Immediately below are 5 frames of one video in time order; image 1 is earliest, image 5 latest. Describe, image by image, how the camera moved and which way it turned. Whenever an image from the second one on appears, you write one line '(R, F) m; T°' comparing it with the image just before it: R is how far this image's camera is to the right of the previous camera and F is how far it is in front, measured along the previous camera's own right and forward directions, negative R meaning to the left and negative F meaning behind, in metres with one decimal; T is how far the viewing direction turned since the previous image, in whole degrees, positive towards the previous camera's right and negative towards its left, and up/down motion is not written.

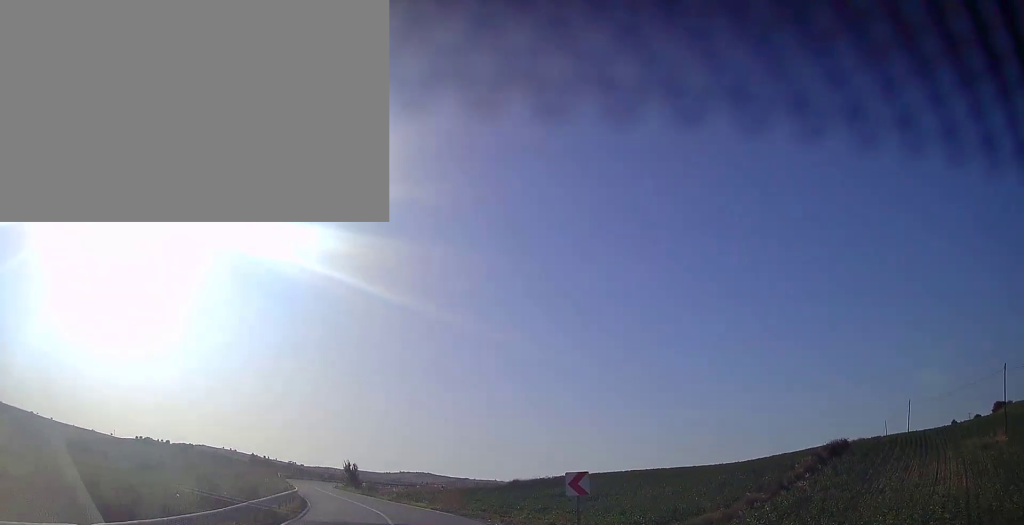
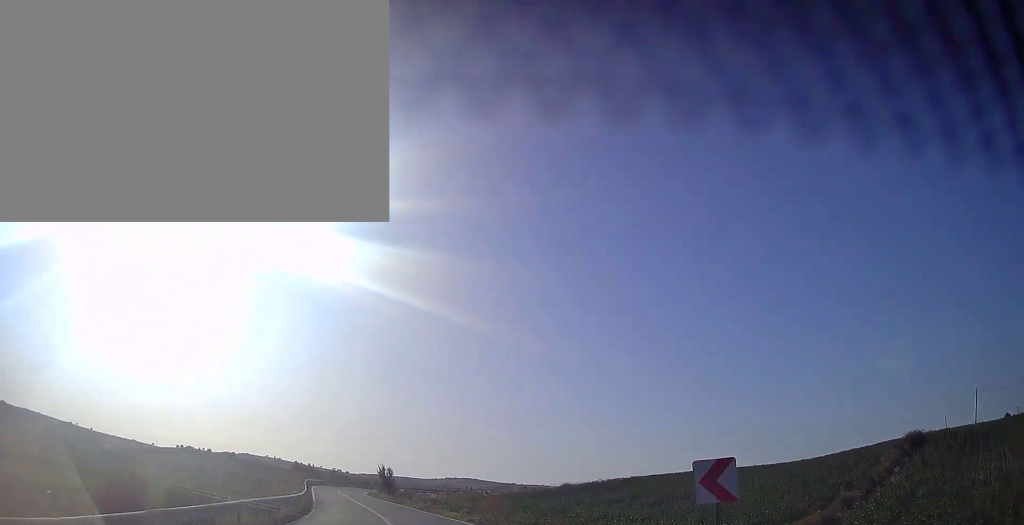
(0.0, +7.5) m; -4°
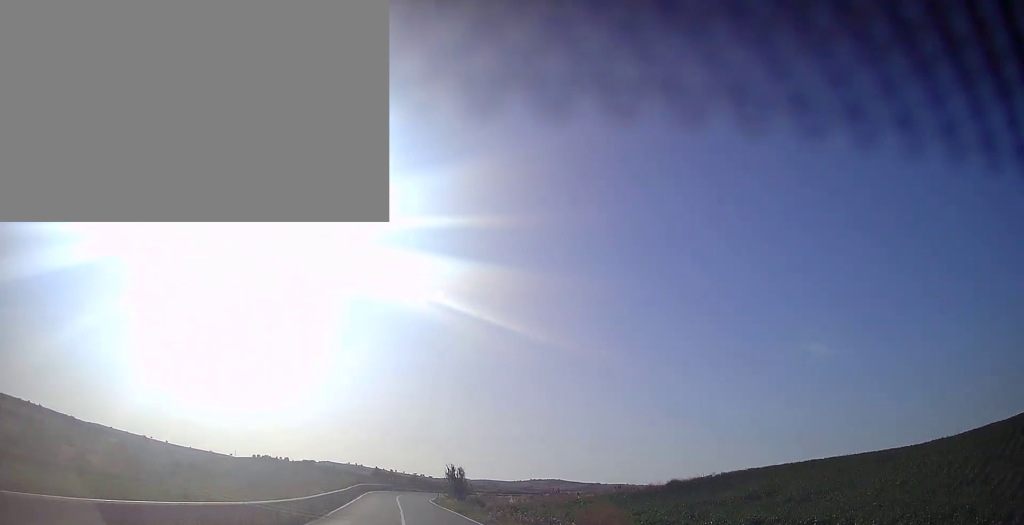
(-1.1, +13.5) m; -8°
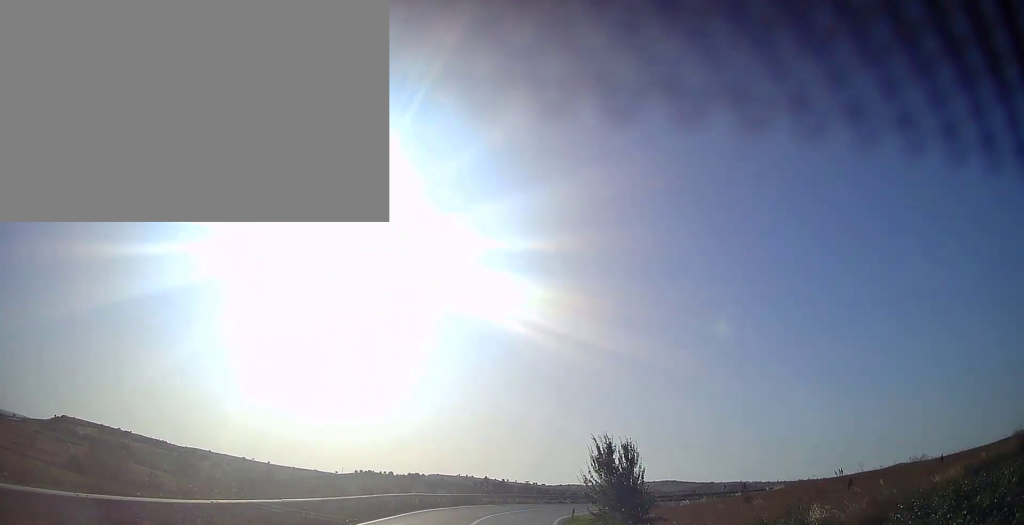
(-5.2, +36.5) m; -13°
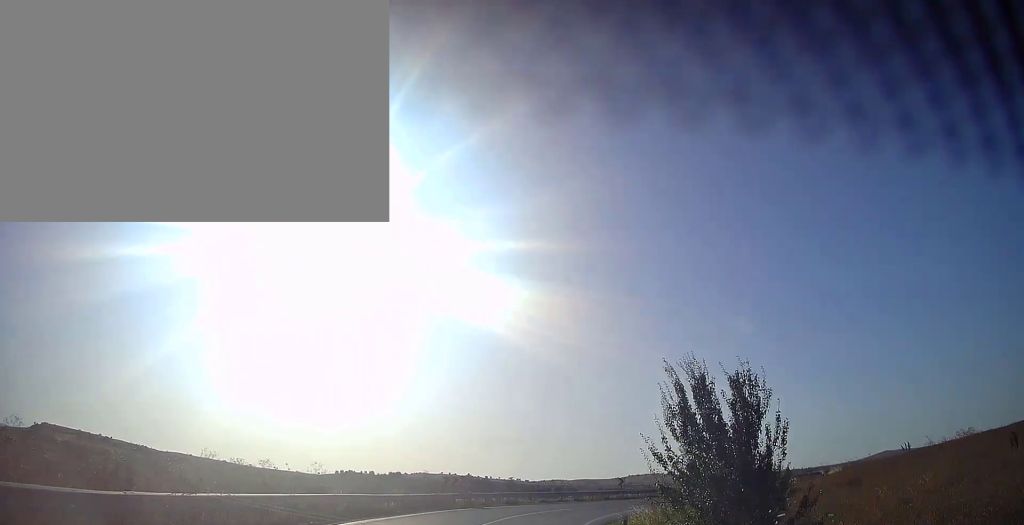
(-0.3, +14.7) m; 0°
